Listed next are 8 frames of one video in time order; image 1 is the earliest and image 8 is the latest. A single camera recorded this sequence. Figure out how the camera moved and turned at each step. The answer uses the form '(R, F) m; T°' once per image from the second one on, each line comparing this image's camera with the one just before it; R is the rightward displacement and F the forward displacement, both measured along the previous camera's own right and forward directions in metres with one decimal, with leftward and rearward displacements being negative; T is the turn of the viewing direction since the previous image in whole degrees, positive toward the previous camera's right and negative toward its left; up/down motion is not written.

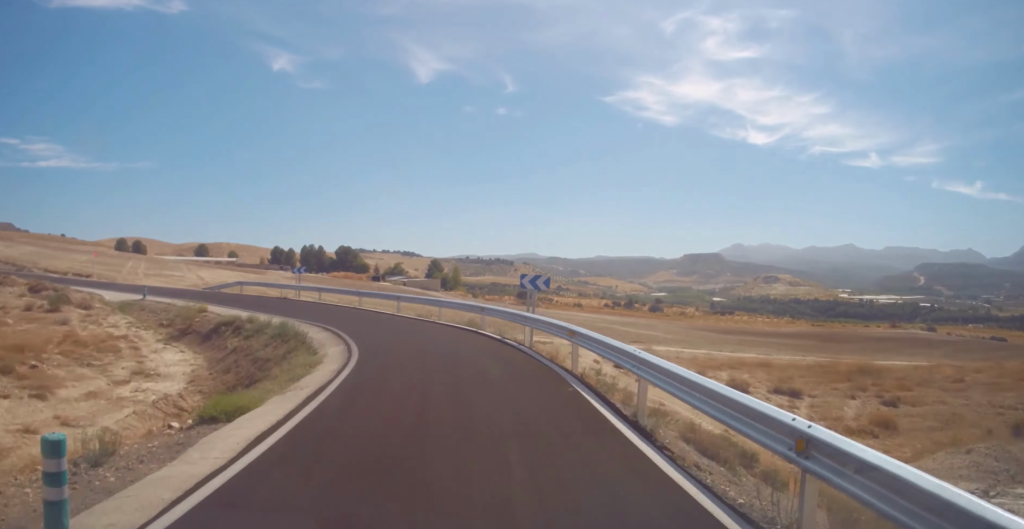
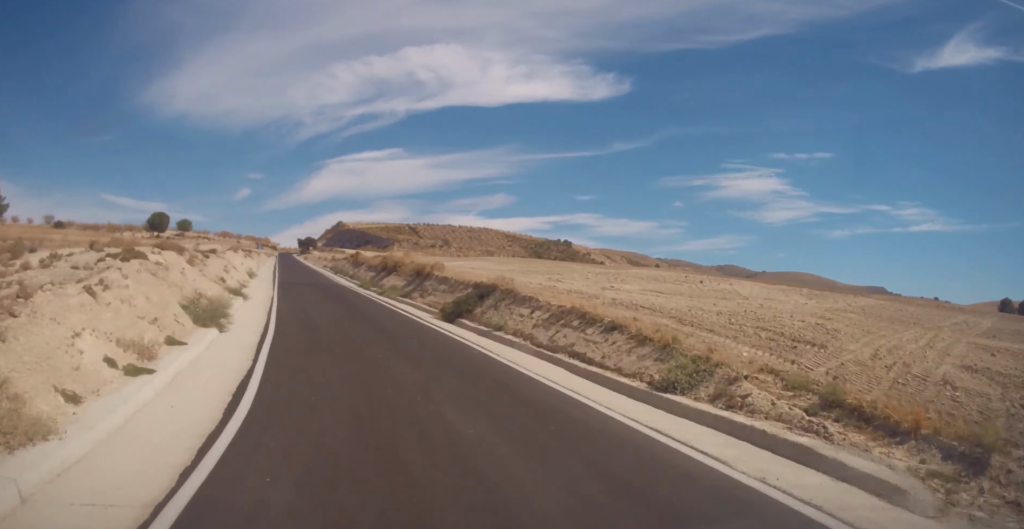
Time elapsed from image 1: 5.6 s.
(-39.7, +53.4) m; -35°
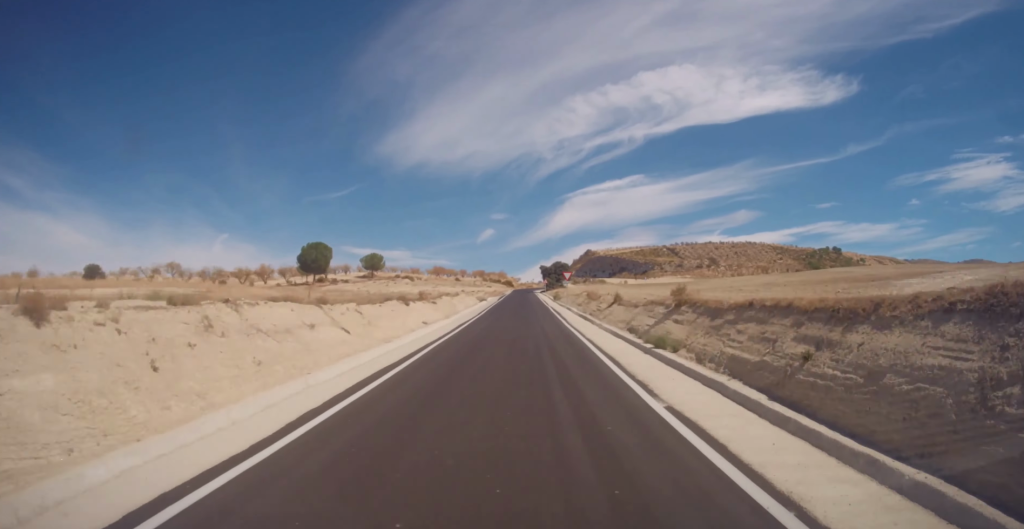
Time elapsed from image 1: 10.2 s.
(-12.1, +53.8) m; -11°
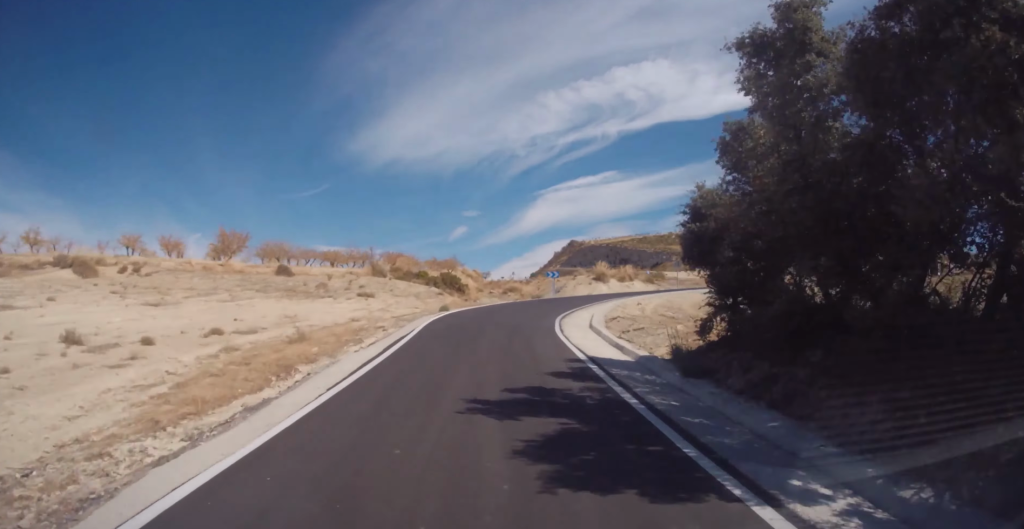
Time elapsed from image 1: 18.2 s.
(+1.5, +87.6) m; +22°
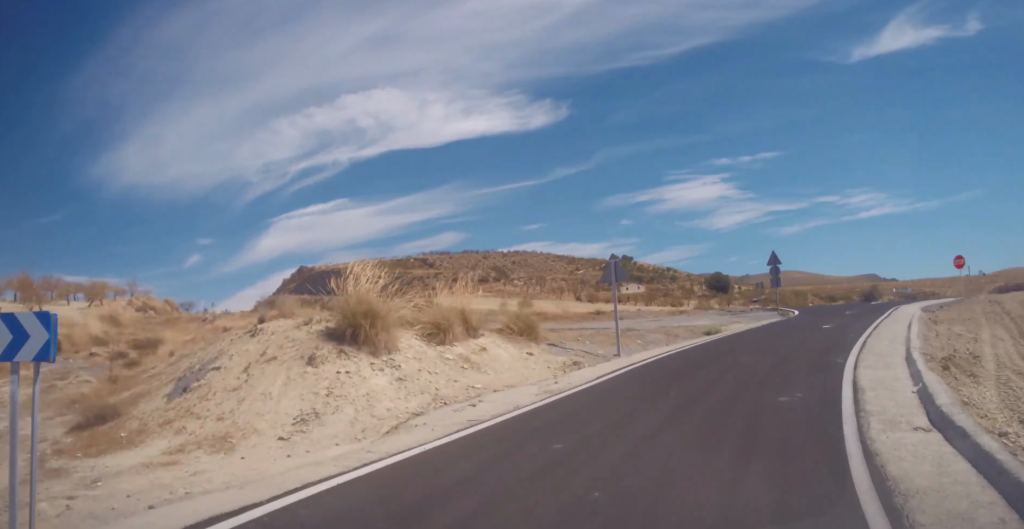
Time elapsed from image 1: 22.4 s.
(-1.1, +36.9) m; +26°
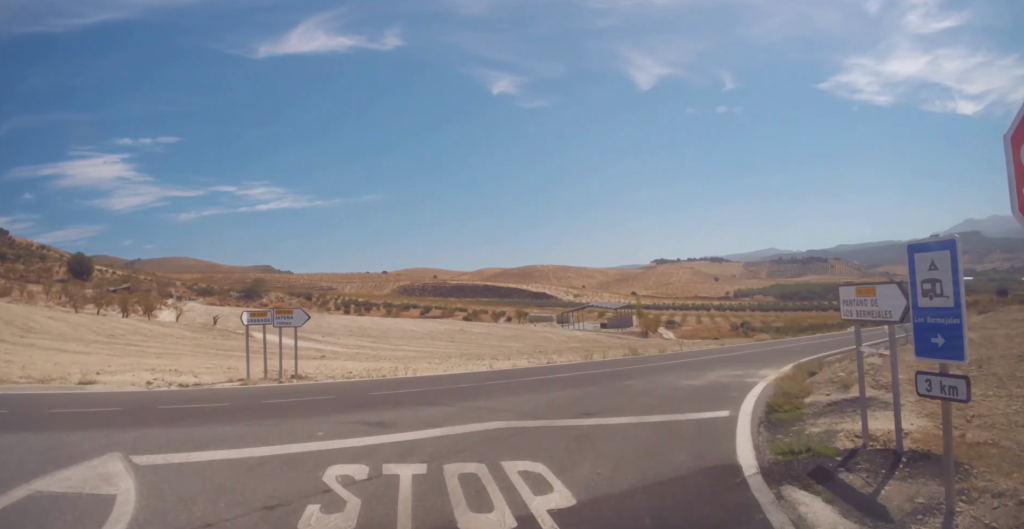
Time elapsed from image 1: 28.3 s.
(+24.7, +42.3) m; +52°
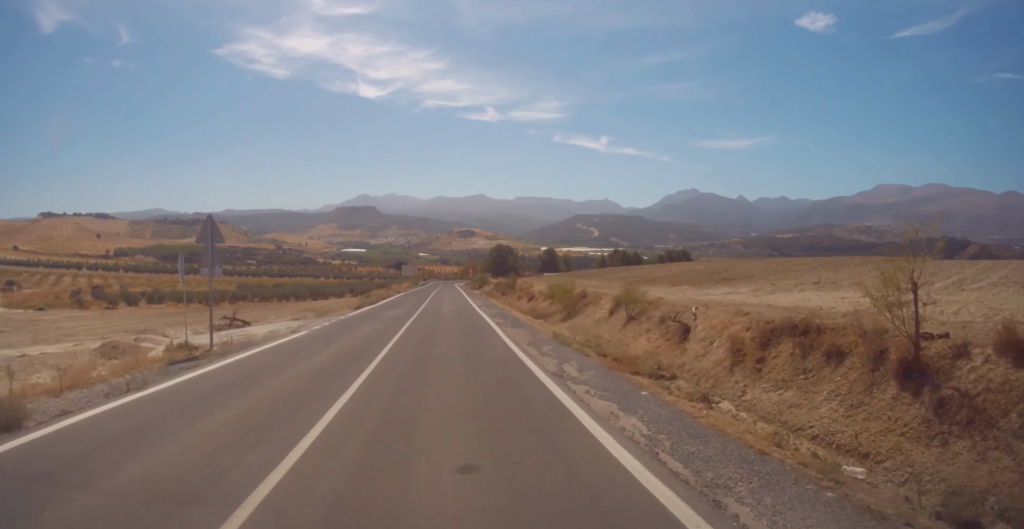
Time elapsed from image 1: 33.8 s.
(+19.3, +57.6) m; +16°
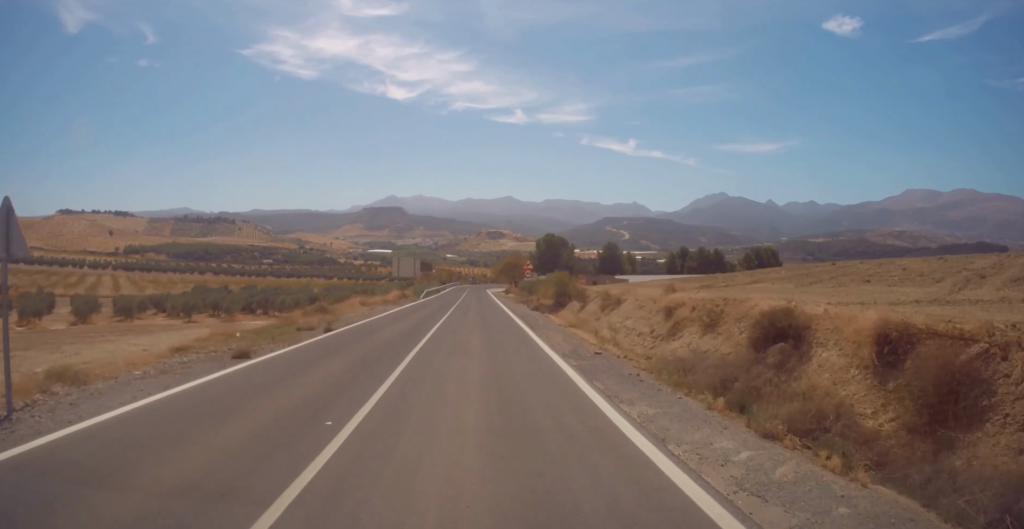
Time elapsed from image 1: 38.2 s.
(+4.8, +55.9) m; +10°
